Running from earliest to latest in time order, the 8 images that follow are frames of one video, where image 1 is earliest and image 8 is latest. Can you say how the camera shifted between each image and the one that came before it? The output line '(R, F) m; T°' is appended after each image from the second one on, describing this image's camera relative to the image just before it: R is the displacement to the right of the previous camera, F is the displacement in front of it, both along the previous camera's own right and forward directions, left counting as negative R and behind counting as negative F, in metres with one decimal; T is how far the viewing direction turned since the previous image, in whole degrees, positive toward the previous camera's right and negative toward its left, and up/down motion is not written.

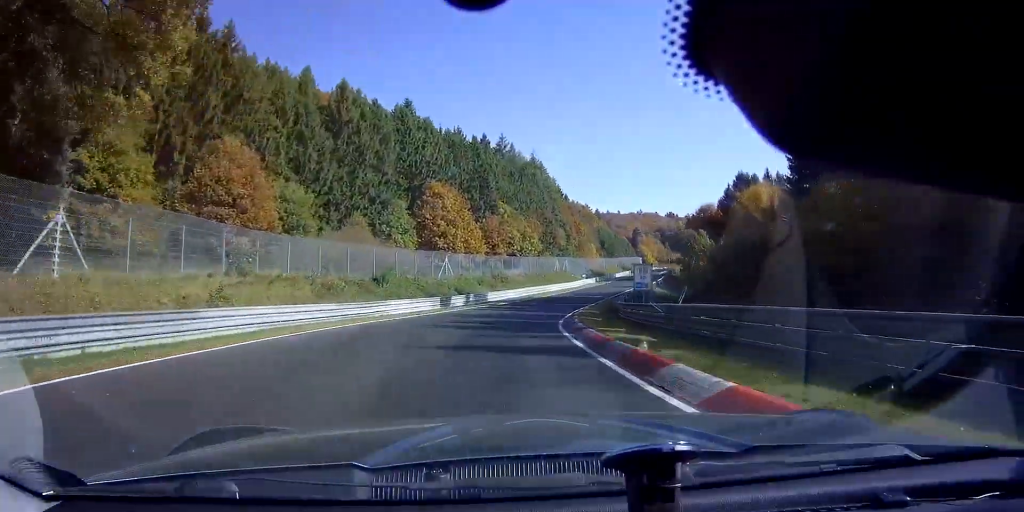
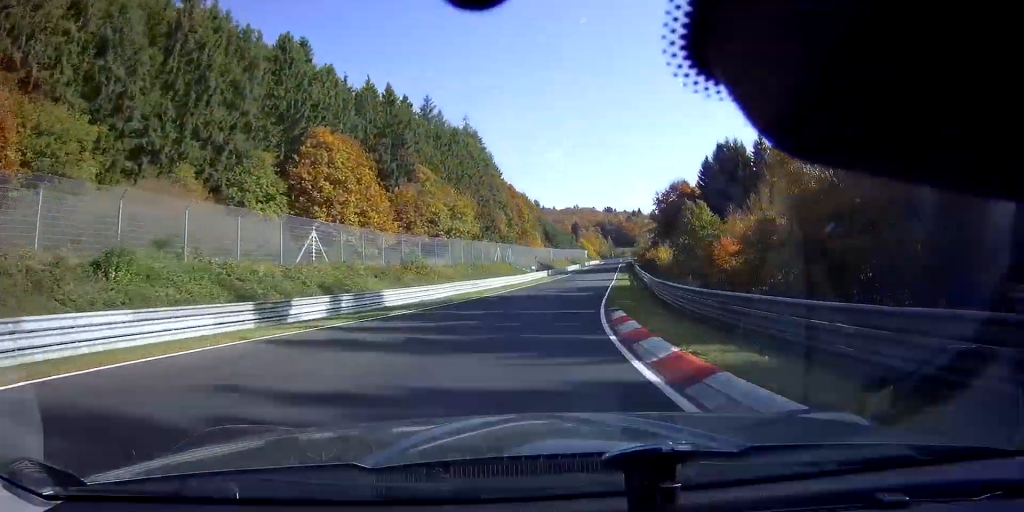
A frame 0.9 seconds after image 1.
(+1.8, +26.2) m; +7°
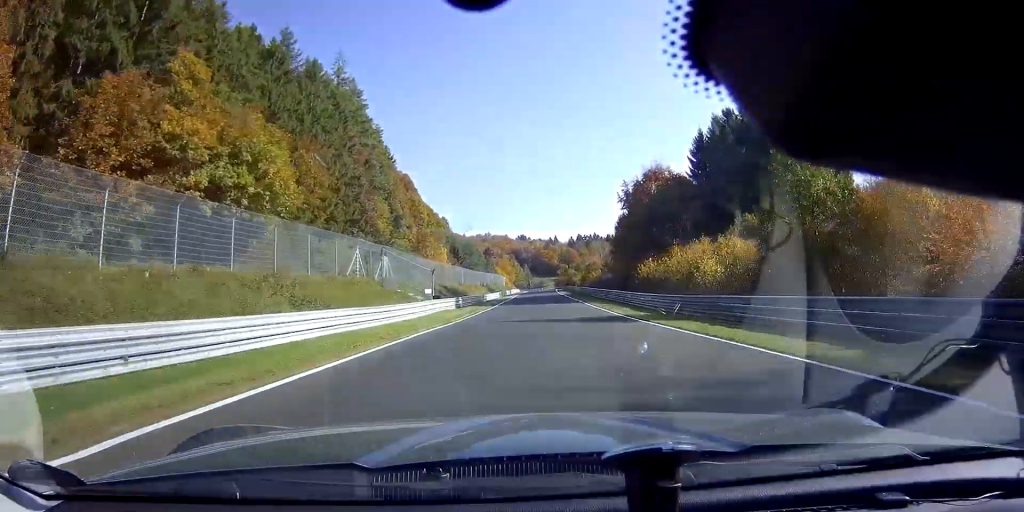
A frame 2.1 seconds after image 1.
(+2.8, +39.0) m; +8°
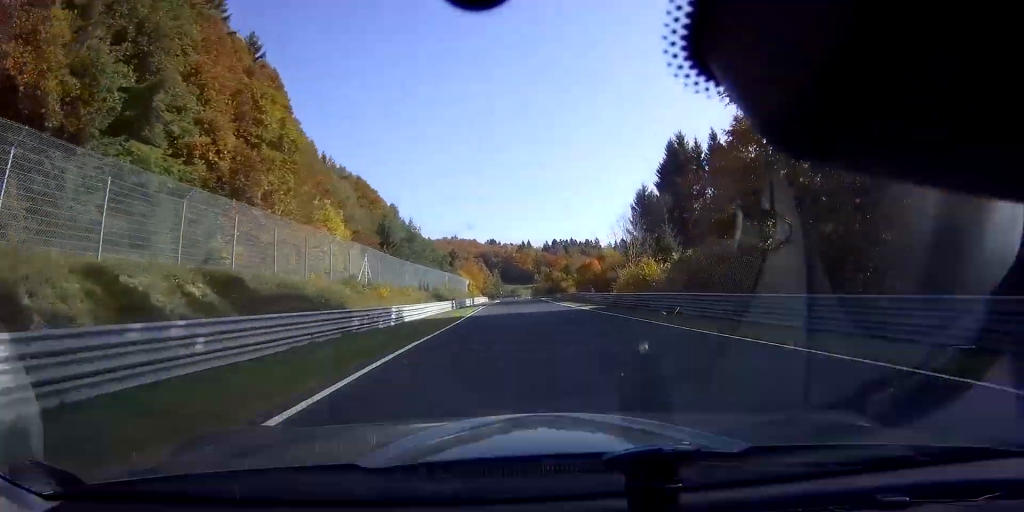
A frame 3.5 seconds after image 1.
(+2.7, +45.5) m; +4°
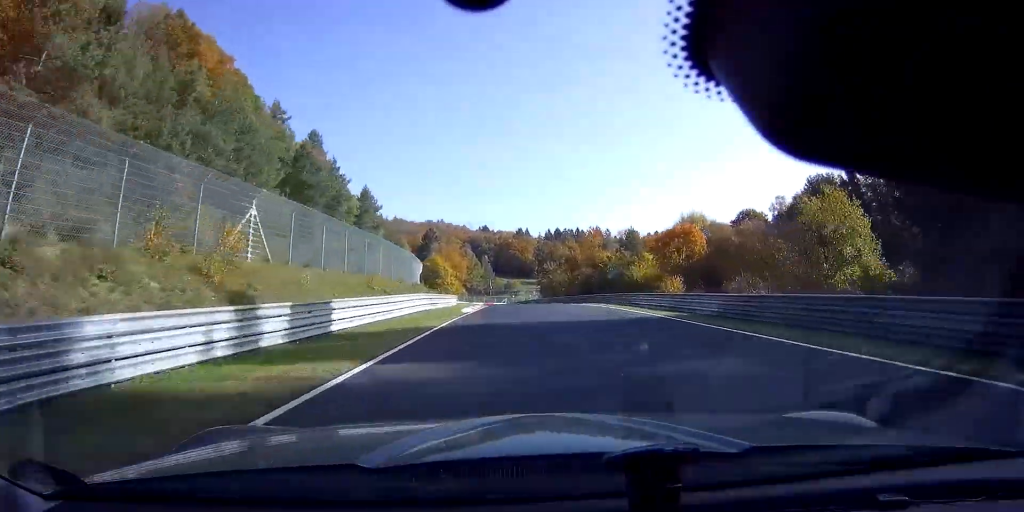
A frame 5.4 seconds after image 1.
(+0.4, +66.6) m; +1°
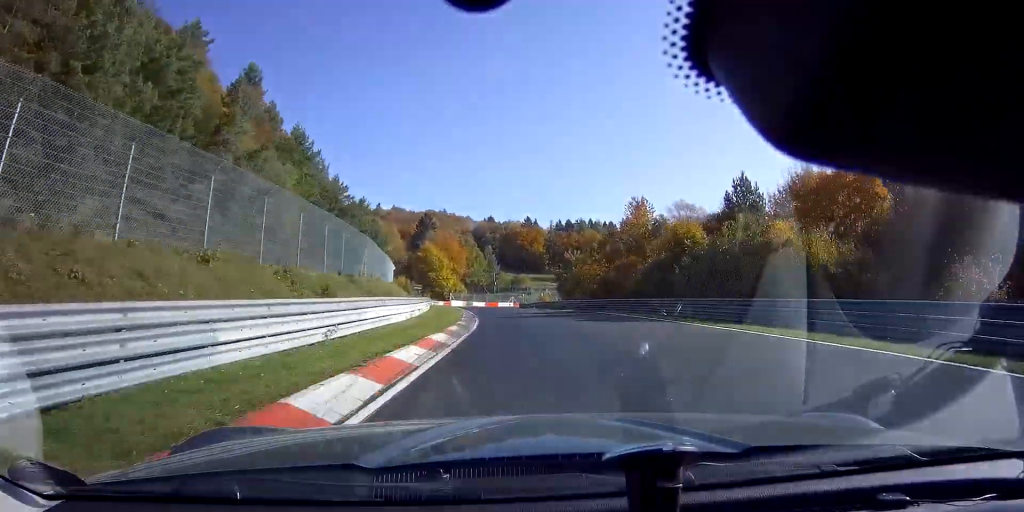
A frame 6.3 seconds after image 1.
(-0.1, +28.0) m; -1°
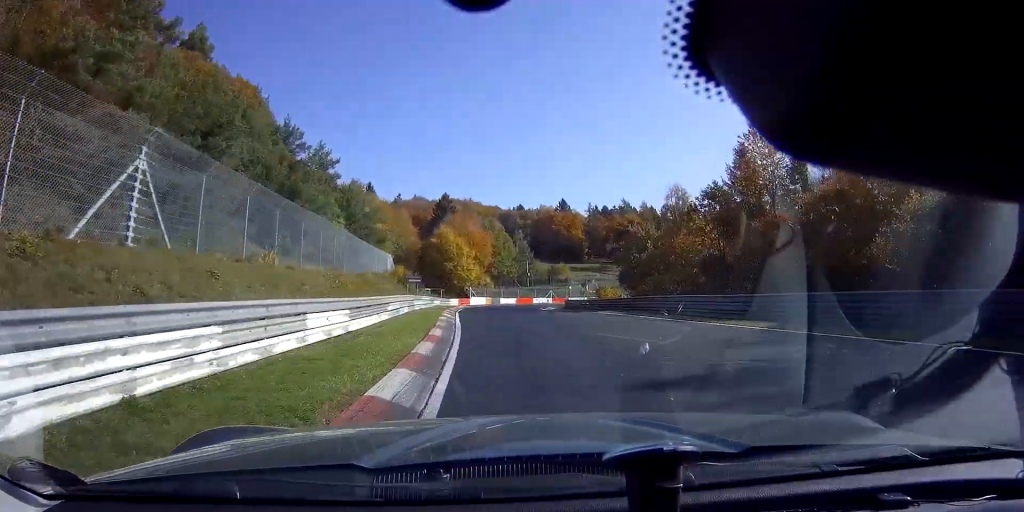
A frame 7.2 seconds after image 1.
(-0.5, +26.9) m; -2°
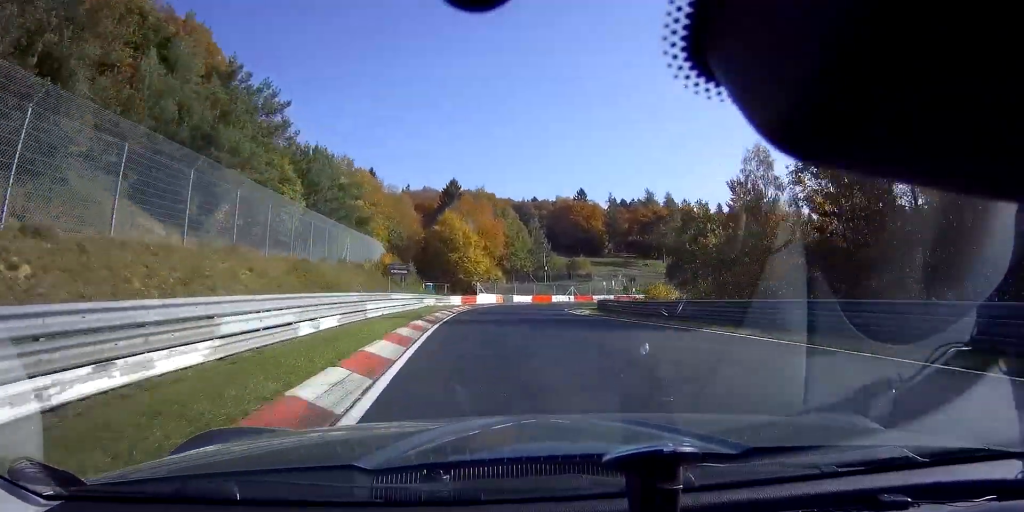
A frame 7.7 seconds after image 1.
(-0.1, +13.5) m; 0°
